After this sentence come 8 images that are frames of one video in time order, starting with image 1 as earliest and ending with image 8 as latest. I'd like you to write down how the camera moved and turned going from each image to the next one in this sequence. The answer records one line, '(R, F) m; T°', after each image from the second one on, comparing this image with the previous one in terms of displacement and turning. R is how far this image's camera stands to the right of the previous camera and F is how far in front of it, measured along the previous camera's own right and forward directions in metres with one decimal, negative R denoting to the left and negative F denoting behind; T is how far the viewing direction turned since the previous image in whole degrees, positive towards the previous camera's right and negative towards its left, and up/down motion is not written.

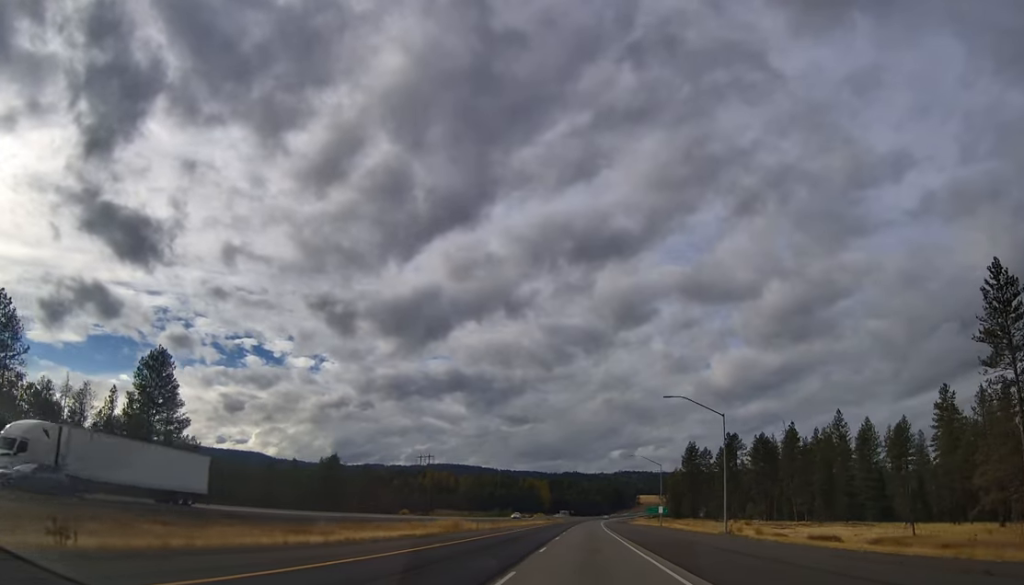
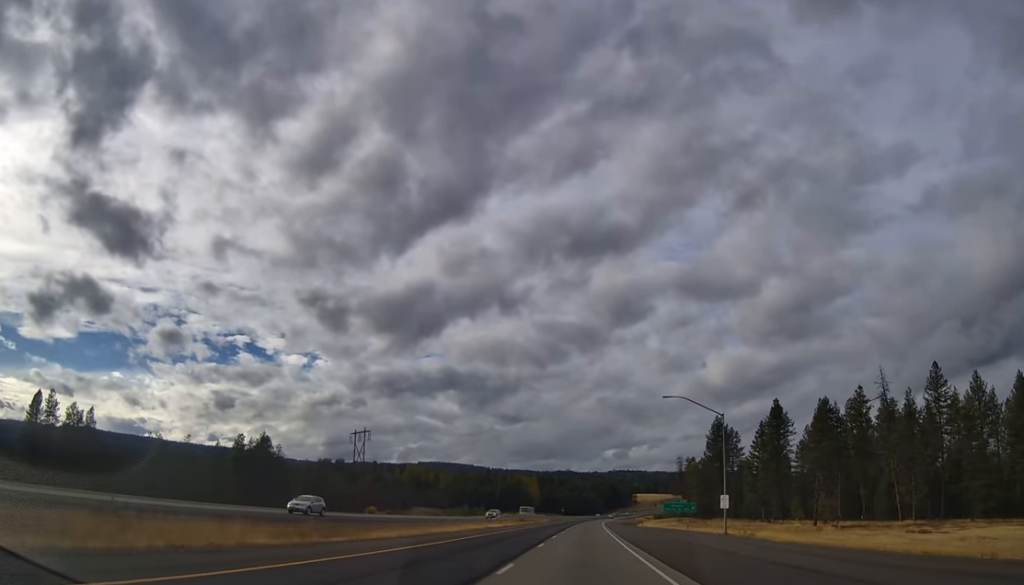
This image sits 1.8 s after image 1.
(-0.7, +59.0) m; -1°
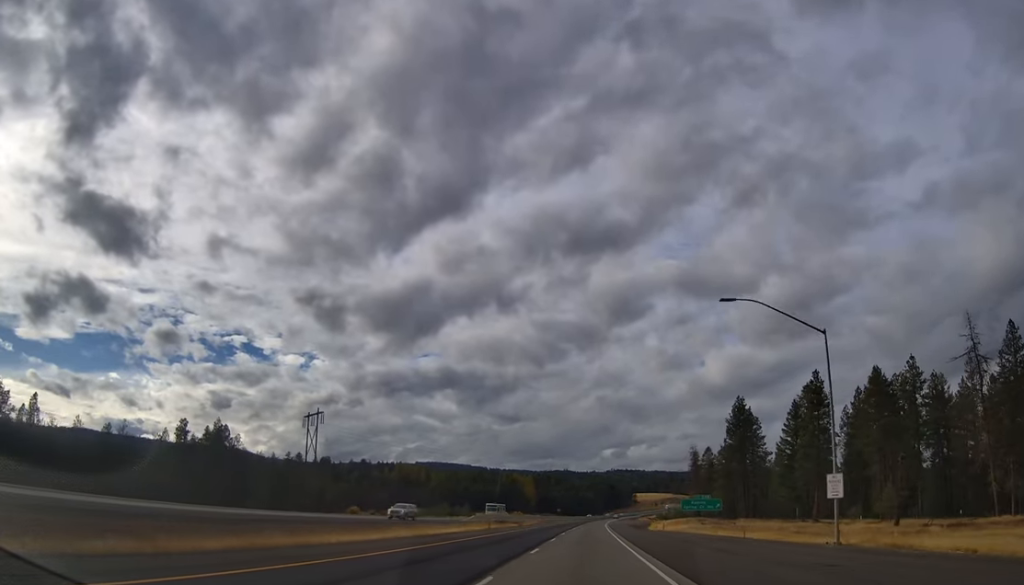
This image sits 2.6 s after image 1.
(0.0, +27.8) m; 0°
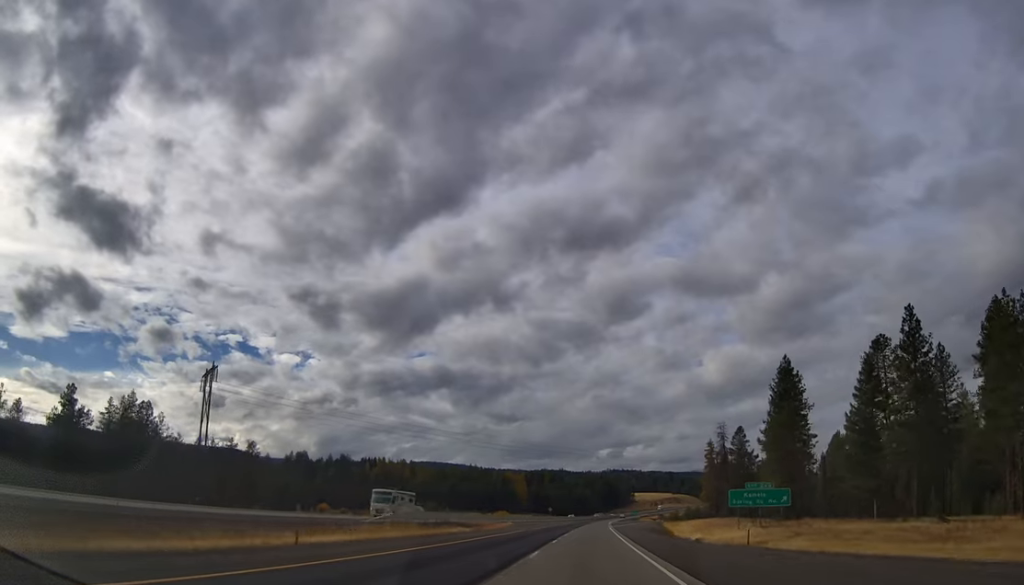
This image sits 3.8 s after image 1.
(+0.3, +38.8) m; 0°
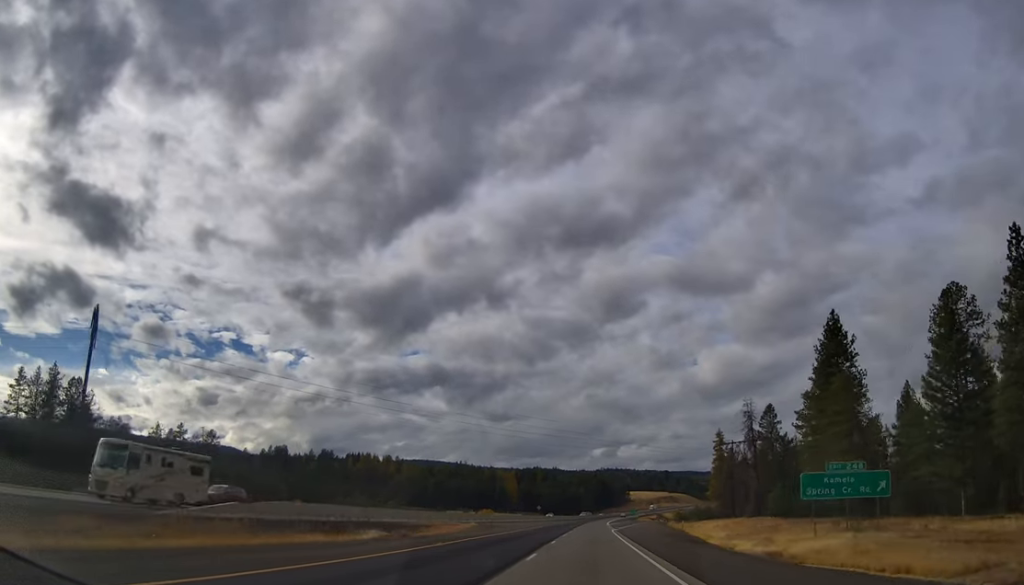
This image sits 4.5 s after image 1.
(-0.3, +25.7) m; 0°
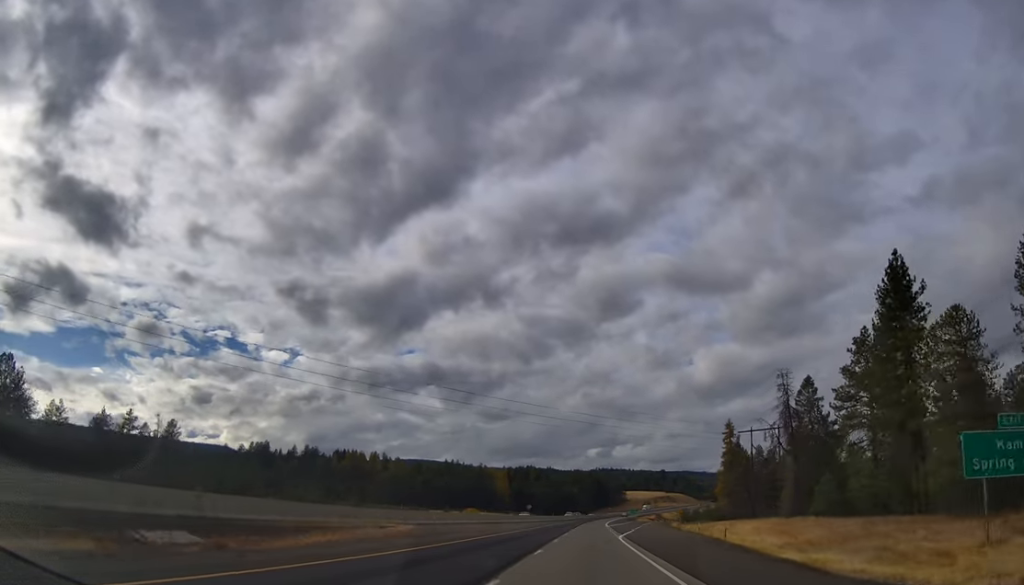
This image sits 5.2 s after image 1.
(+0.2, +21.3) m; +1°
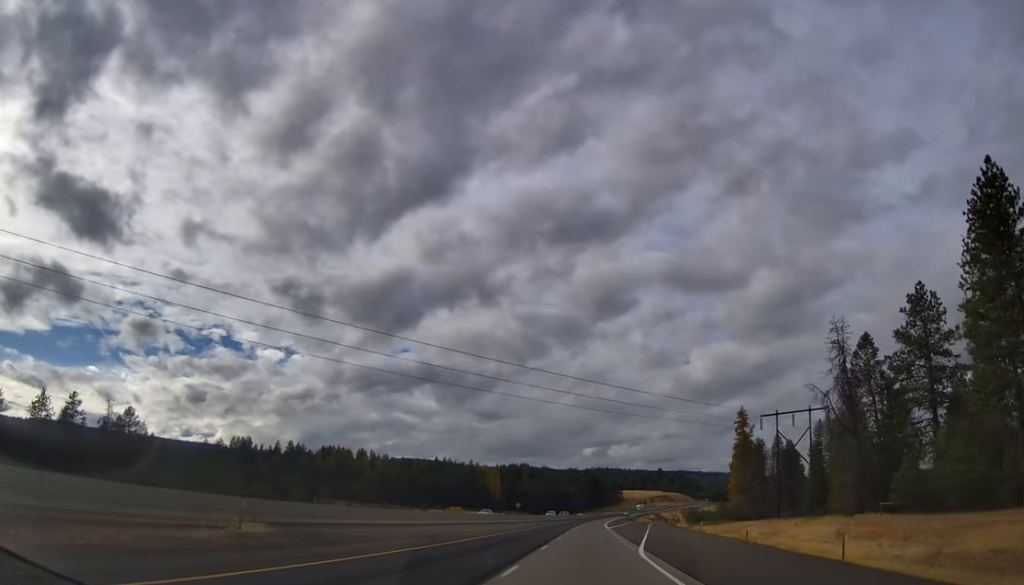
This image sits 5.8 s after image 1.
(+0.1, +20.2) m; +1°
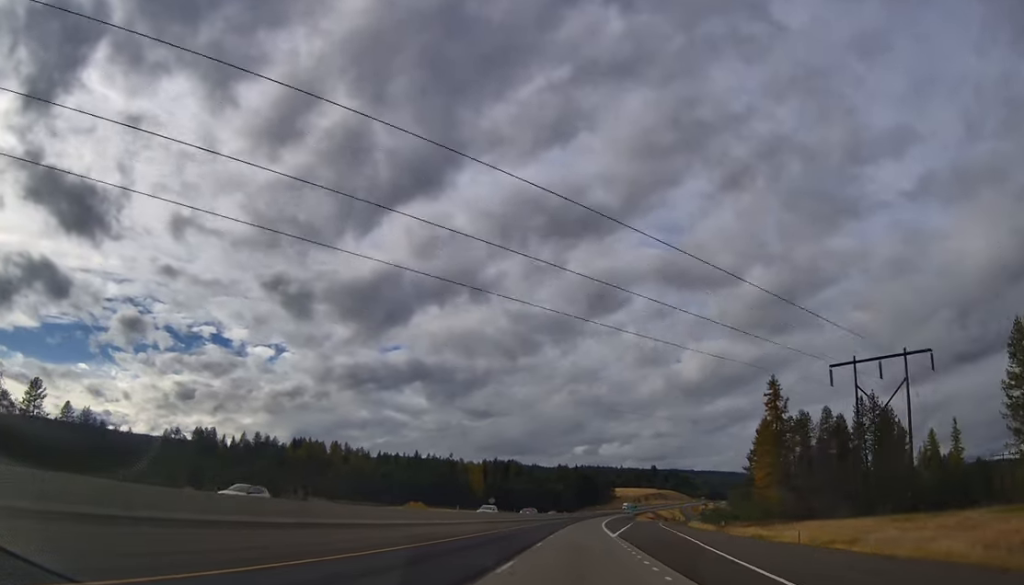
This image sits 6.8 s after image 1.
(+0.3, +35.9) m; +1°
